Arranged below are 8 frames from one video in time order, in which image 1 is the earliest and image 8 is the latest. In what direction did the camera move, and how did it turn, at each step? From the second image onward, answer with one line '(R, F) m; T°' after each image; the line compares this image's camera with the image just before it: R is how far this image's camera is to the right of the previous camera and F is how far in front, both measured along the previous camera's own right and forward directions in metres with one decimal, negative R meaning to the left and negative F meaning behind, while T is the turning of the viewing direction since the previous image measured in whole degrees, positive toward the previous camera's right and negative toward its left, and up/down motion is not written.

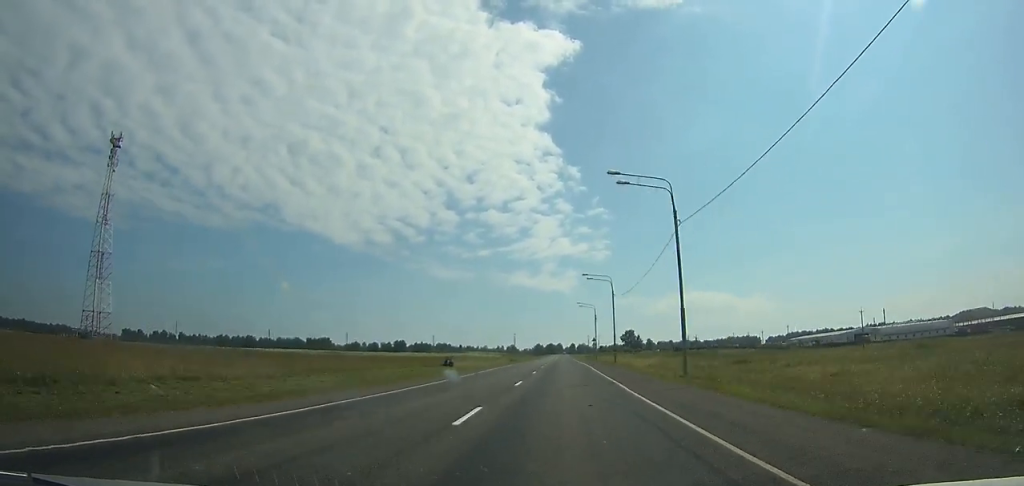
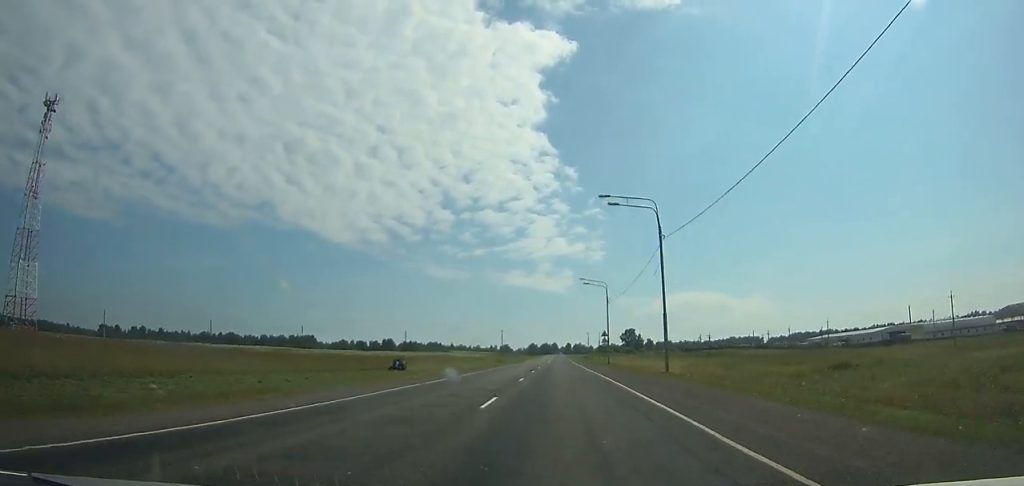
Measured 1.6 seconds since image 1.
(0.0, +34.0) m; 0°
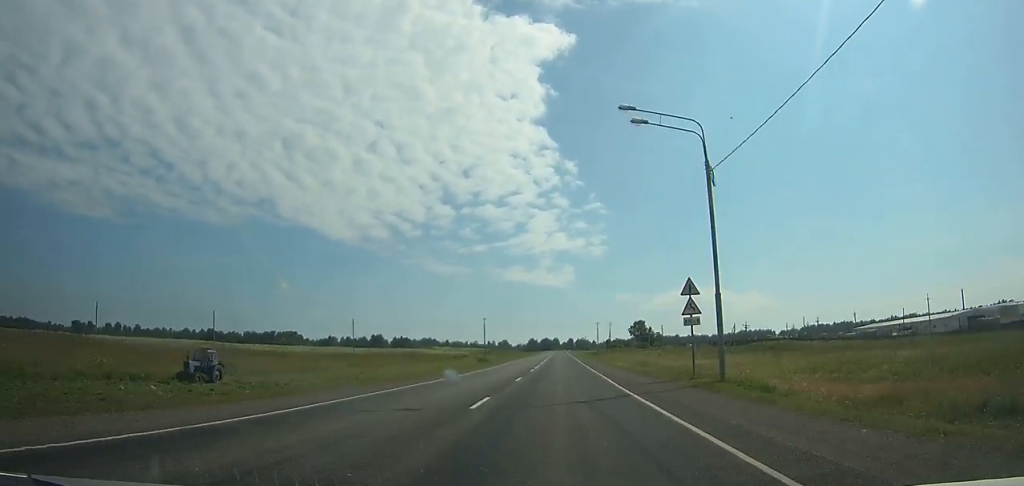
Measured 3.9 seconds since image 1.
(0.0, +48.9) m; 0°
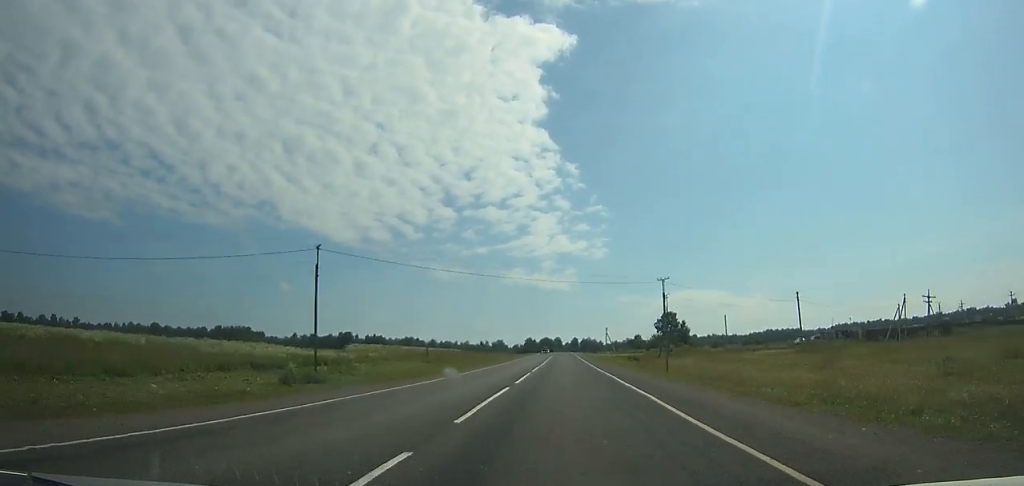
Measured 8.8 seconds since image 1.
(-0.1, +105.5) m; 0°
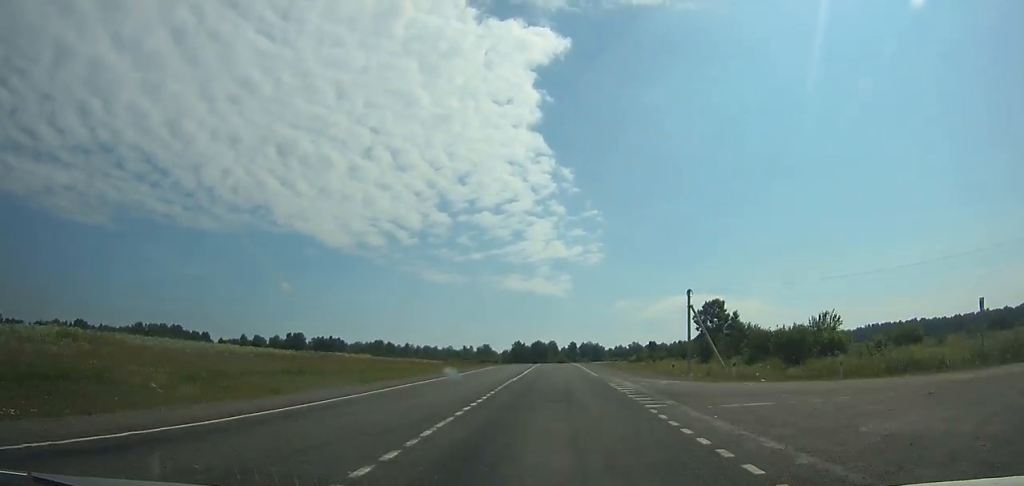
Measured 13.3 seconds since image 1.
(+0.3, +100.9) m; 0°
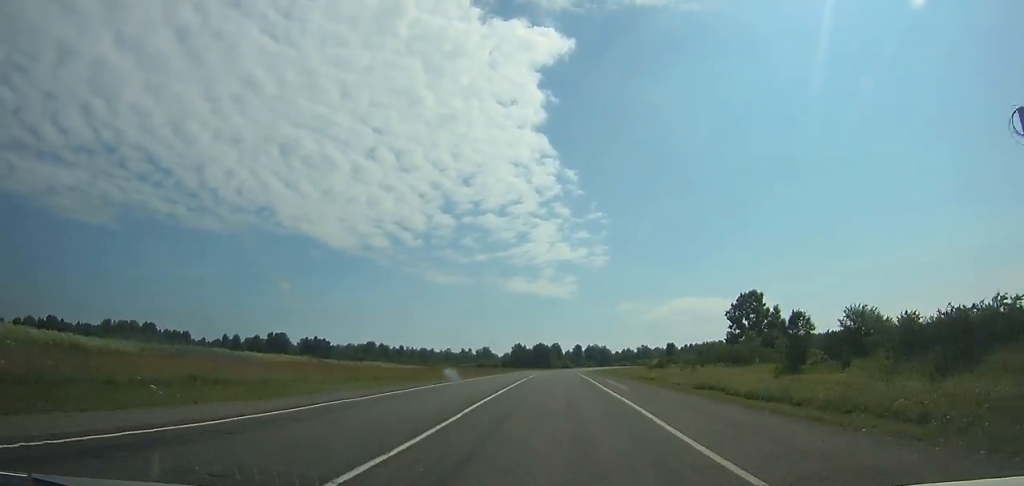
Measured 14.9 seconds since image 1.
(+0.1, +36.8) m; 0°
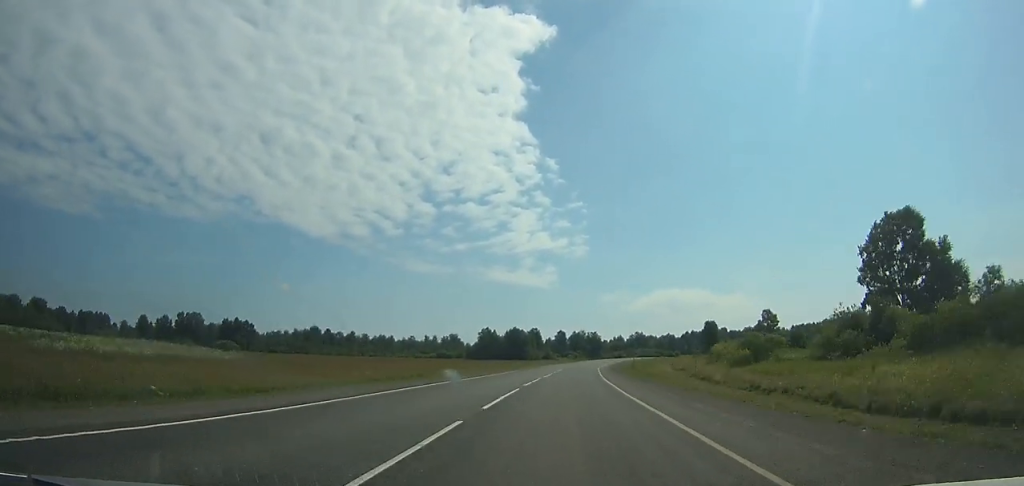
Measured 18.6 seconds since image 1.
(+0.7, +88.6) m; +2°
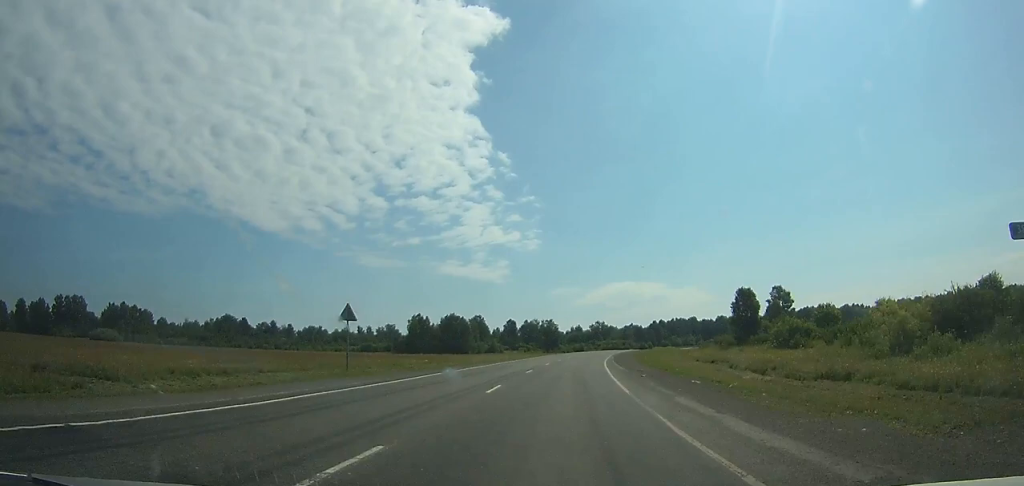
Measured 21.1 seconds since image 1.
(+1.1, +61.6) m; +4°
